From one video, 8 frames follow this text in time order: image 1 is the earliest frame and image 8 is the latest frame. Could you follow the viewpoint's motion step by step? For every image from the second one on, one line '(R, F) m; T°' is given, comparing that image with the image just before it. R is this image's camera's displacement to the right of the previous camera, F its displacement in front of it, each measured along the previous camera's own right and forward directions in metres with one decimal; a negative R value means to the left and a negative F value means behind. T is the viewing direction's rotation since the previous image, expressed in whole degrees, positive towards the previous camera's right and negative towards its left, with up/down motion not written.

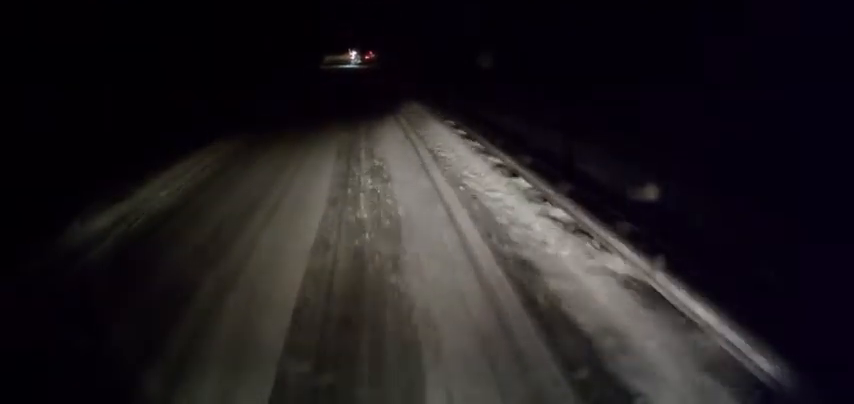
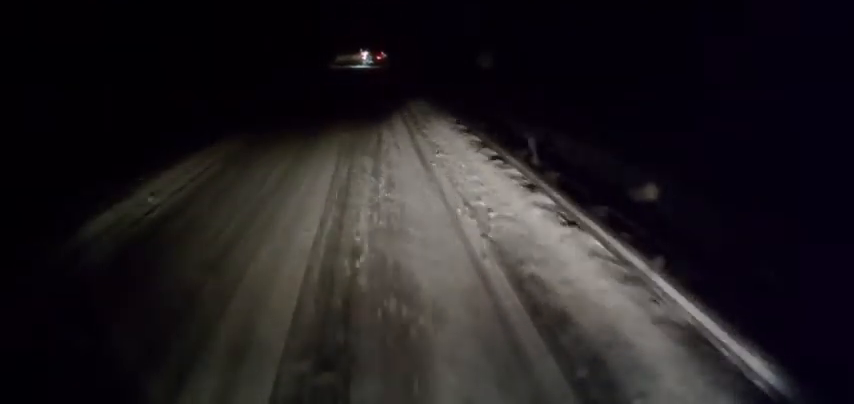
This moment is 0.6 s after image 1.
(+0.3, +7.0) m; -2°
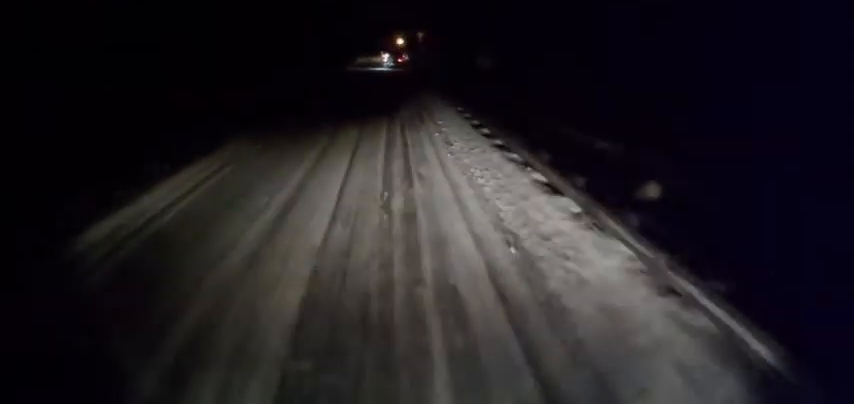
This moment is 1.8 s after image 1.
(-0.9, +13.6) m; -3°
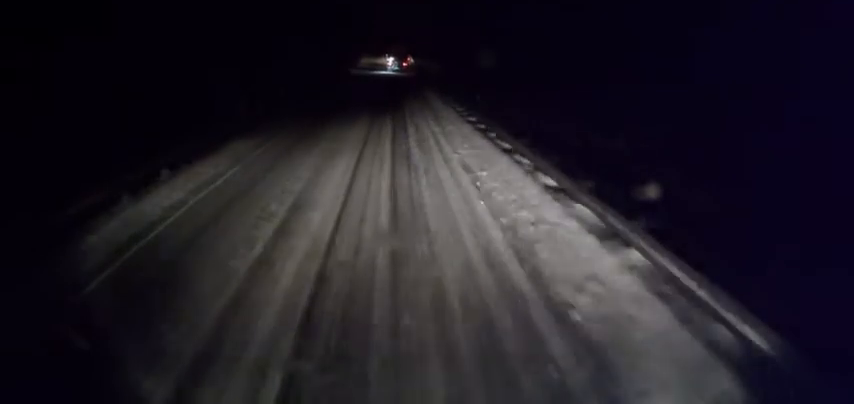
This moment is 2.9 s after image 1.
(+0.3, +13.5) m; 0°
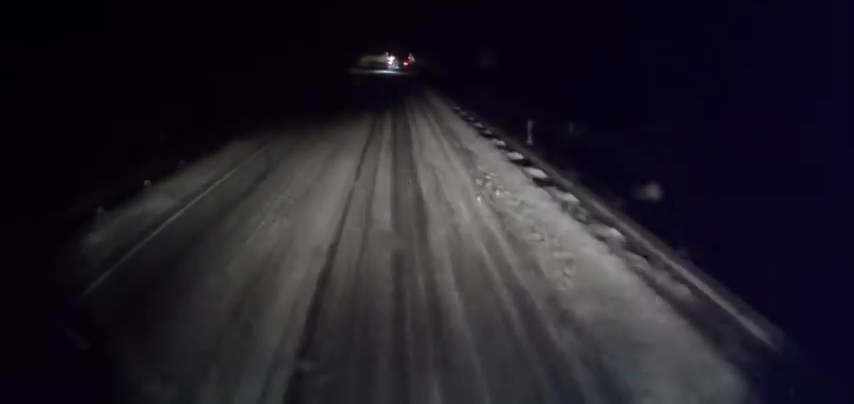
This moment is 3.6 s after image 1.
(-0.2, +9.2) m; -1°
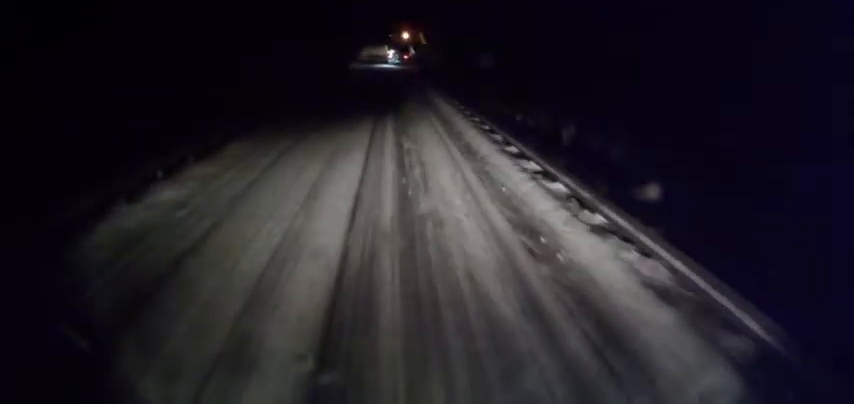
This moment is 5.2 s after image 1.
(+0.3, +18.9) m; +1°
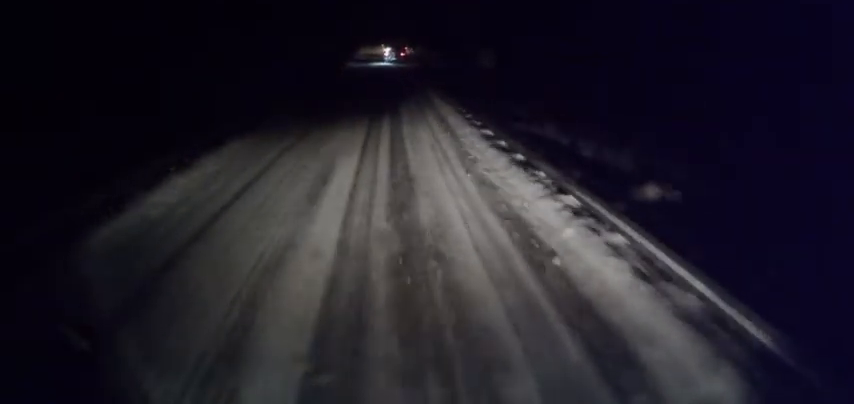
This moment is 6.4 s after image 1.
(-0.1, +15.0) m; -1°
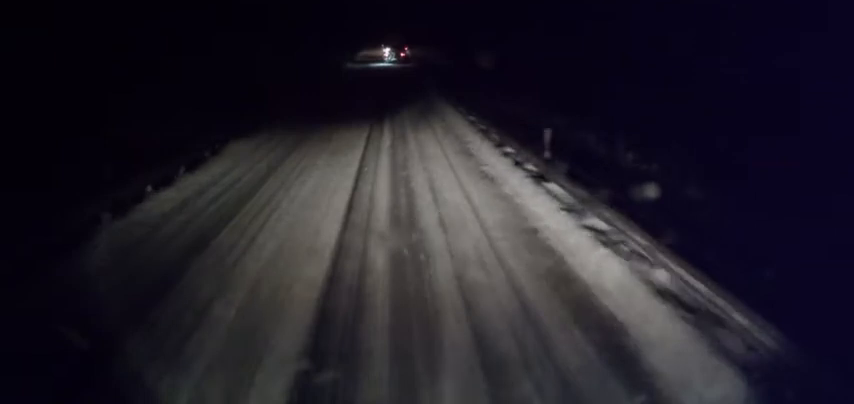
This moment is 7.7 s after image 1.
(-0.1, +14.7) m; +1°
